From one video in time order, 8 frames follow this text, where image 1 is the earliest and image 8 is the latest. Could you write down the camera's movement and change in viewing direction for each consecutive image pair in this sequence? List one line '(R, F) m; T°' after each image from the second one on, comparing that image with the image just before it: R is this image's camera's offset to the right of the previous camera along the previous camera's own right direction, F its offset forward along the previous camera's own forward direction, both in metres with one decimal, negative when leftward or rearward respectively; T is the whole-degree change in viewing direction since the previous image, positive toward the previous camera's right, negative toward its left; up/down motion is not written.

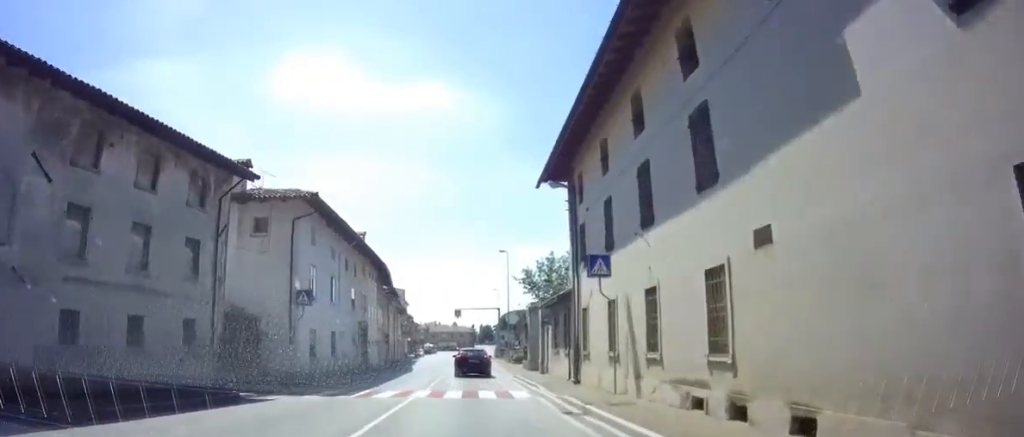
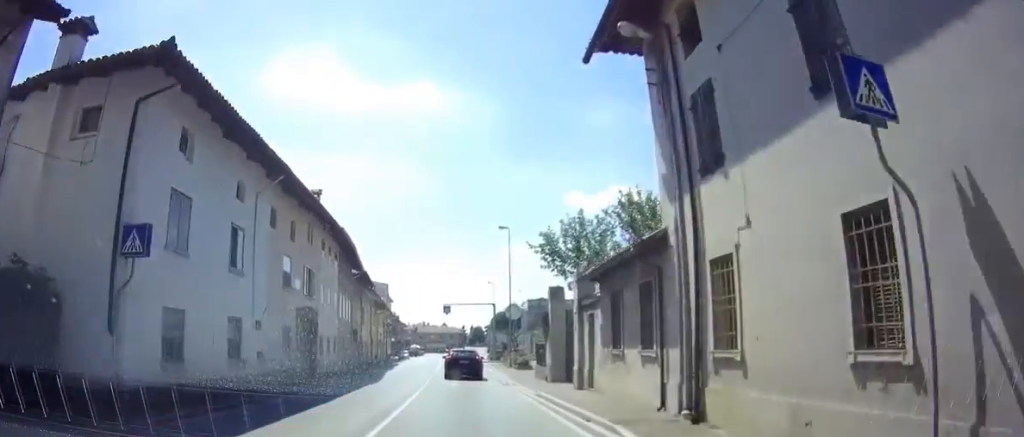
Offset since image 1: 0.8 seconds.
(+0.3, +10.8) m; +2°
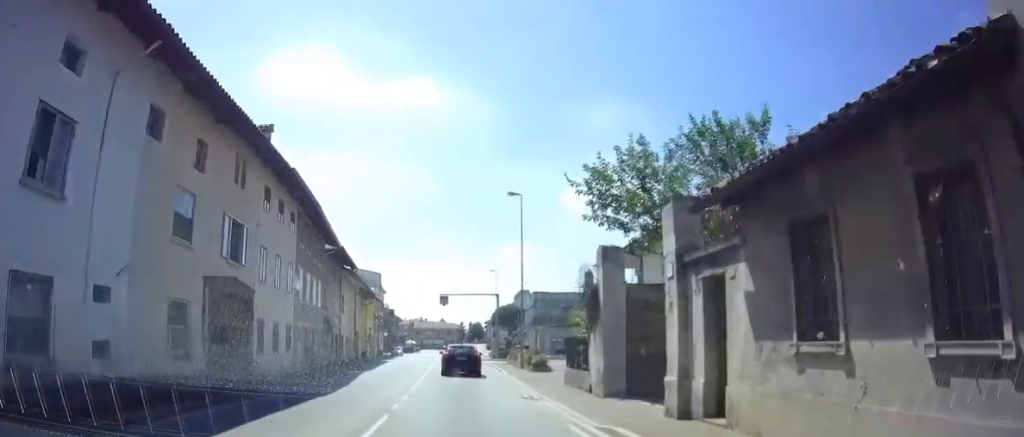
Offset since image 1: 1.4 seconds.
(+0.1, +8.4) m; 0°
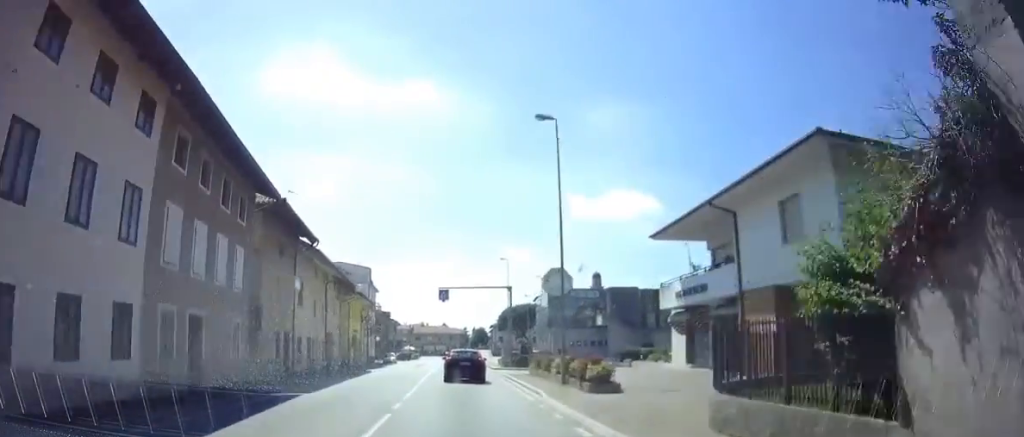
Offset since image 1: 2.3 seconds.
(+0.1, +12.3) m; -1°
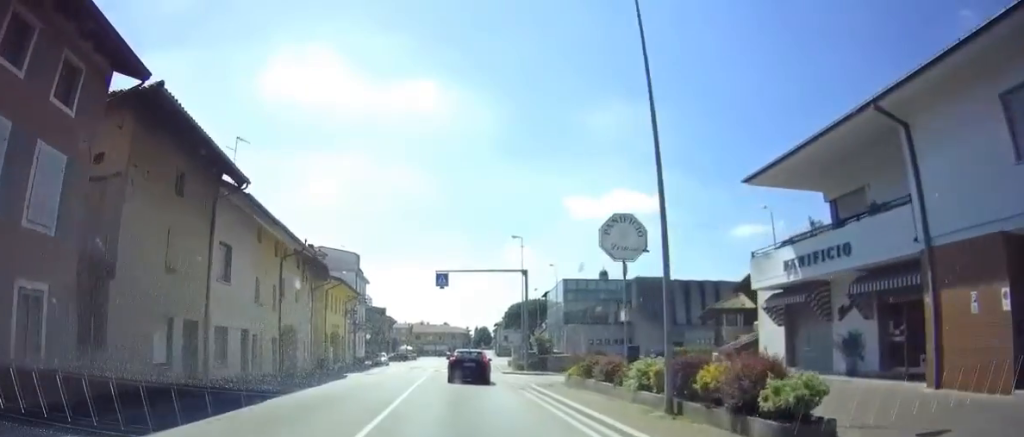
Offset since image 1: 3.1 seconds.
(-0.3, +10.3) m; 0°
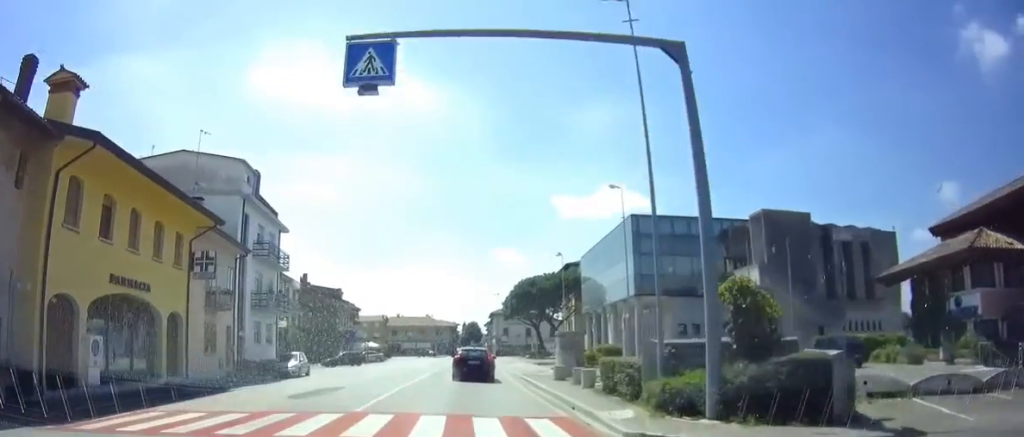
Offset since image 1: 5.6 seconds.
(+0.8, +31.3) m; +3°
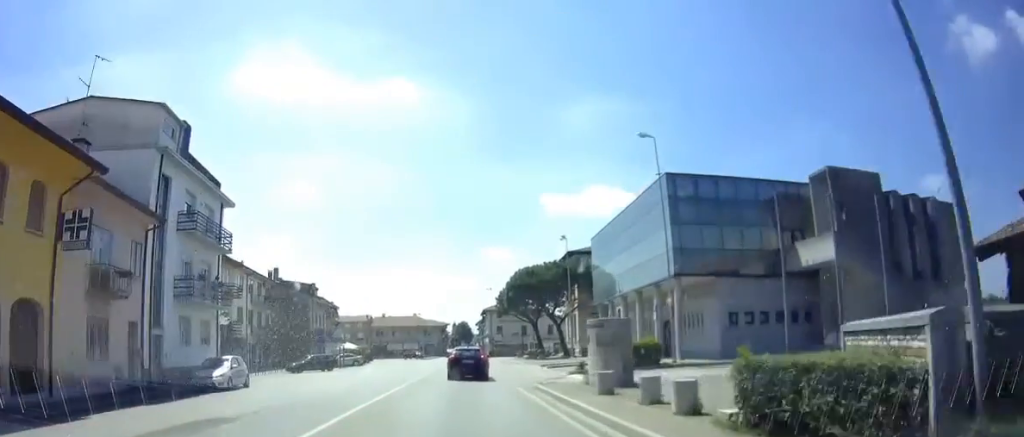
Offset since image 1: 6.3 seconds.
(+0.1, +8.2) m; +1°
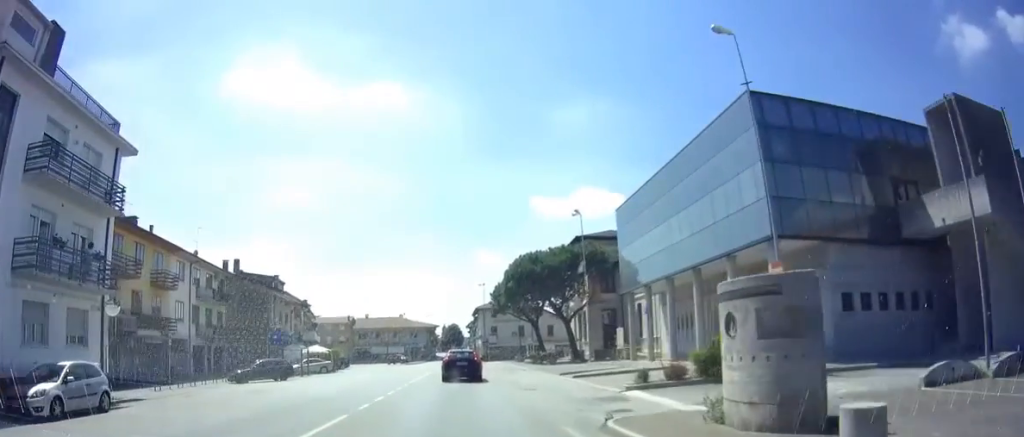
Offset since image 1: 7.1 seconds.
(+0.2, +10.2) m; 0°
